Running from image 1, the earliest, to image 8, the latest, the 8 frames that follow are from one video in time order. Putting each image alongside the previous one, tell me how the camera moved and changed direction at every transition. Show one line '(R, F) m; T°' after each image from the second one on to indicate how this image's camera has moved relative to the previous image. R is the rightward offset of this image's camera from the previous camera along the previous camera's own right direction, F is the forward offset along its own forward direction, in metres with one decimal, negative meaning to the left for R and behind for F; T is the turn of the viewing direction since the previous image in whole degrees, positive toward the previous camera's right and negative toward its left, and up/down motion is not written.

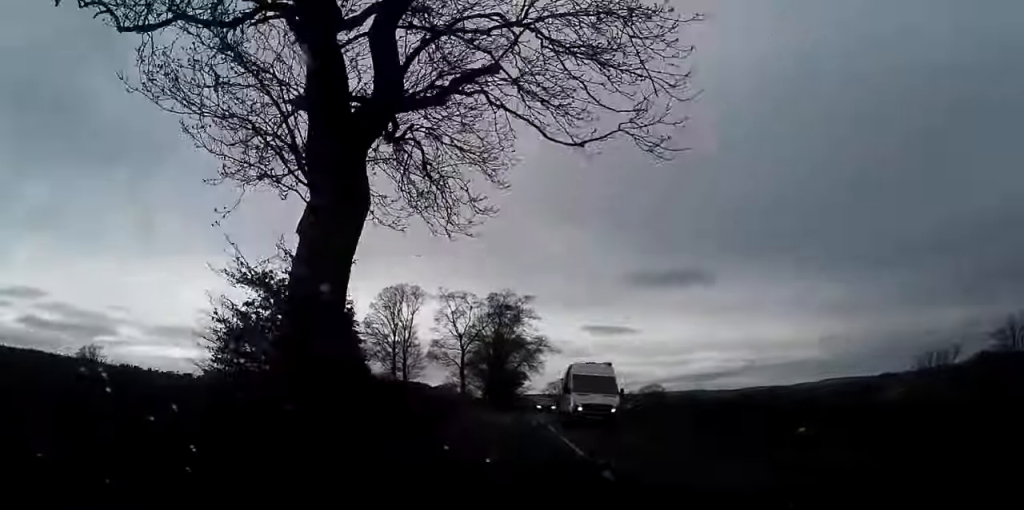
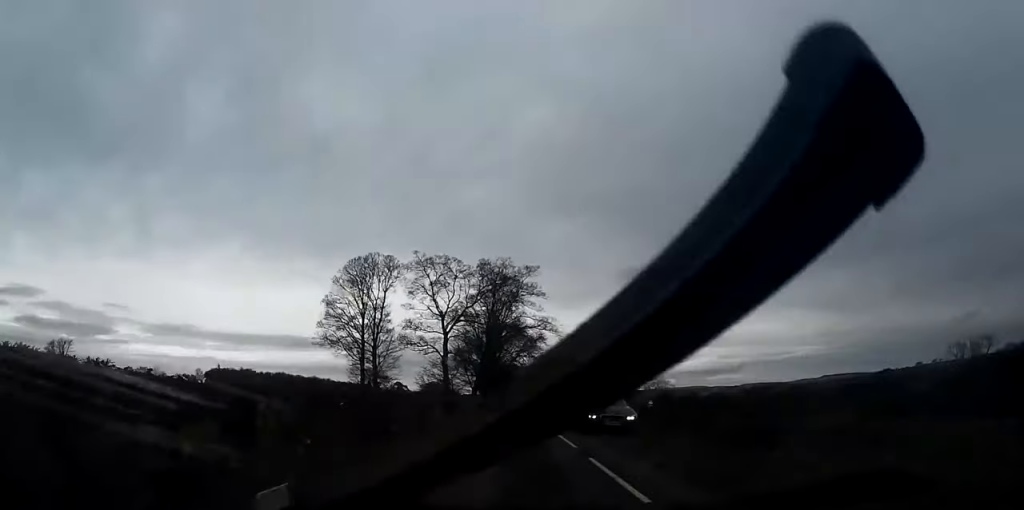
(+0.1, +24.6) m; 0°
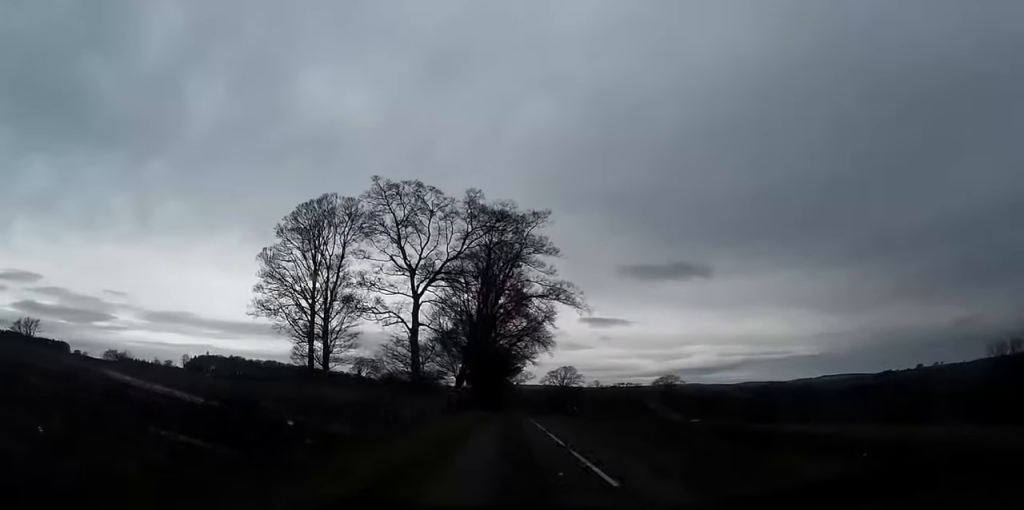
(0.0, +25.5) m; 0°
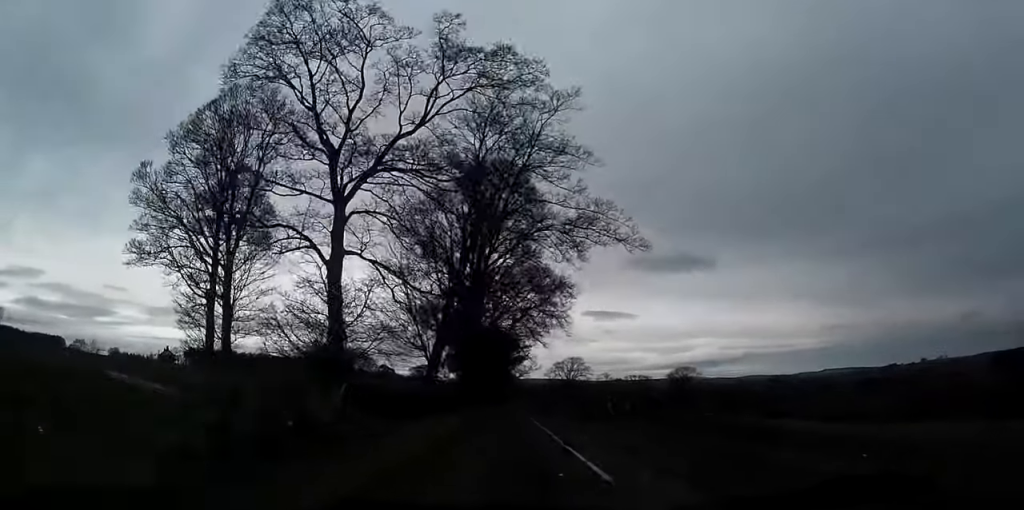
(0.0, +26.5) m; 0°
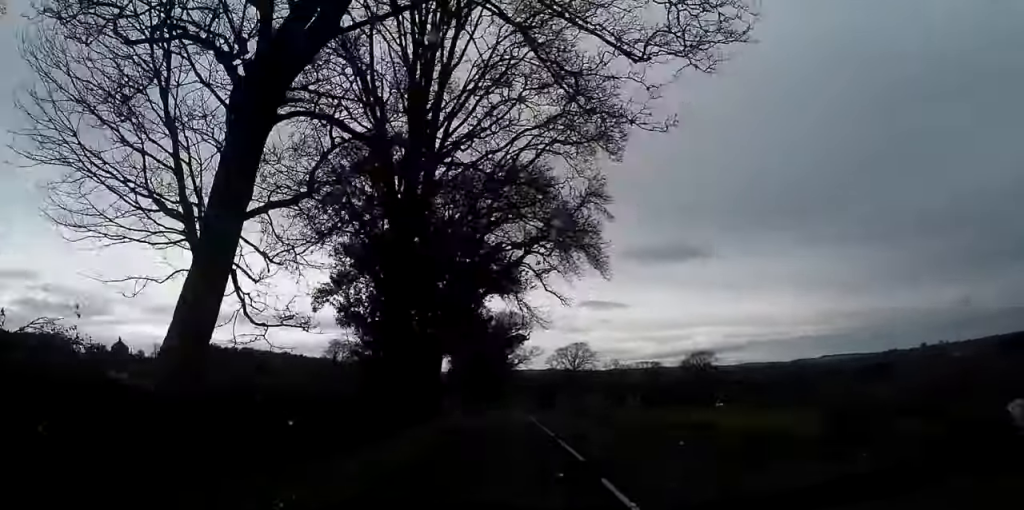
(0.0, +33.0) m; 0°
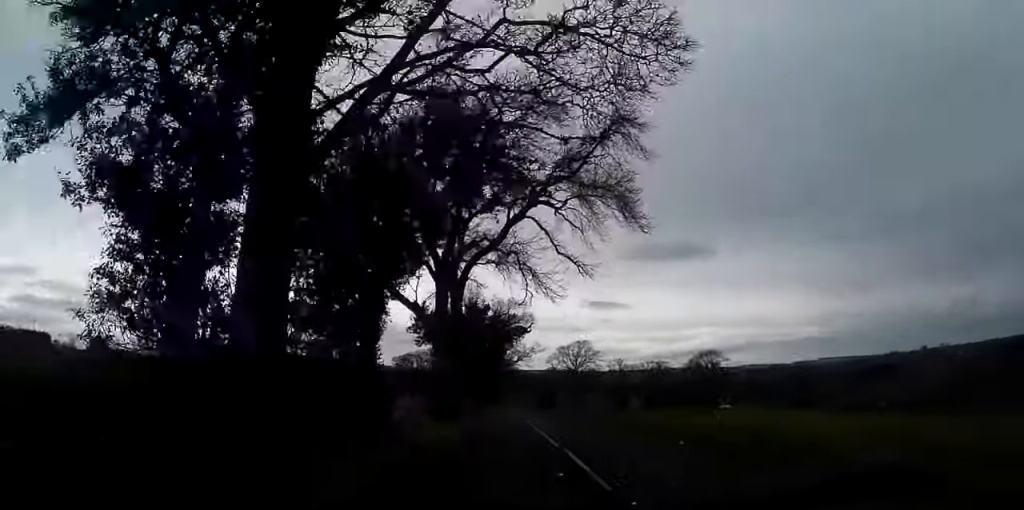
(0.0, +12.6) m; 0°
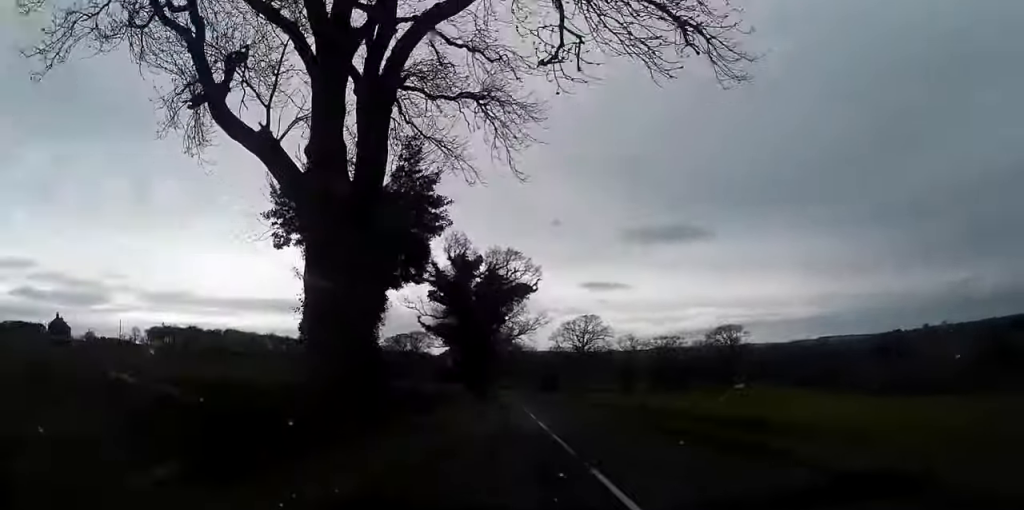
(0.0, +23.5) m; 0°
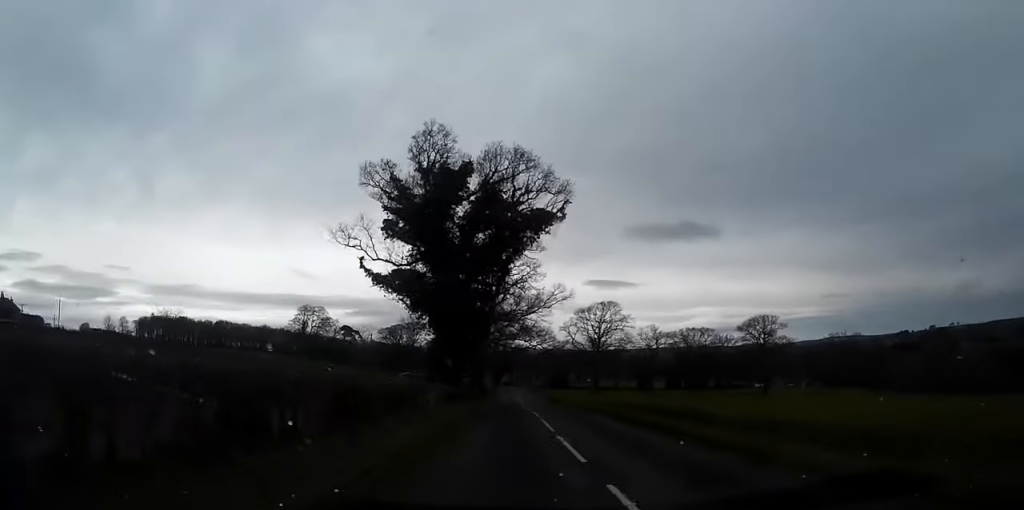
(-0.1, +29.1) m; 0°
